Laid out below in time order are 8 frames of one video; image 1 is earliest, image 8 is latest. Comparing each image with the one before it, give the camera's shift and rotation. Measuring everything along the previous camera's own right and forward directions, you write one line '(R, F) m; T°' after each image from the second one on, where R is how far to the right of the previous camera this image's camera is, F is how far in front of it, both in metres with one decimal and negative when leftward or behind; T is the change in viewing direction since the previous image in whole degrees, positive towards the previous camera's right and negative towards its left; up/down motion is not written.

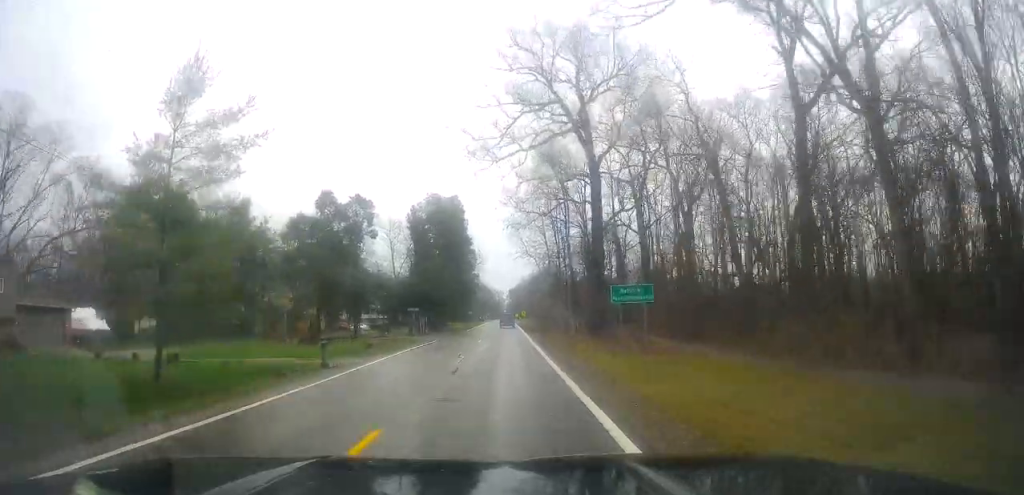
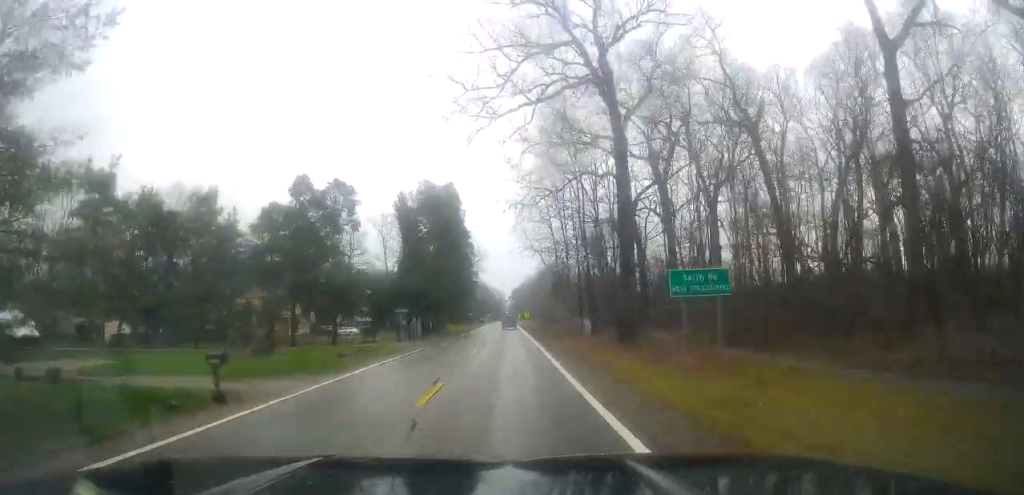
(-0.2, +8.7) m; -1°
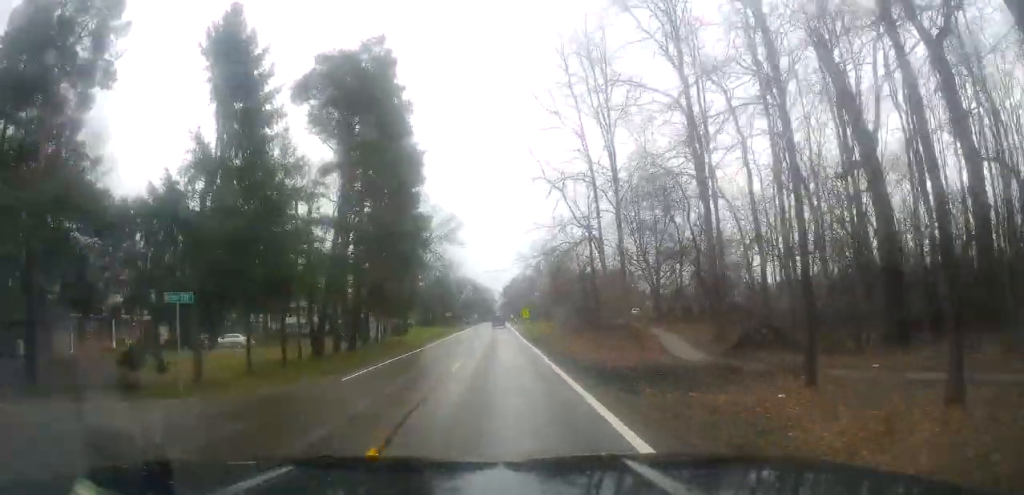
(+1.0, +37.2) m; +3°
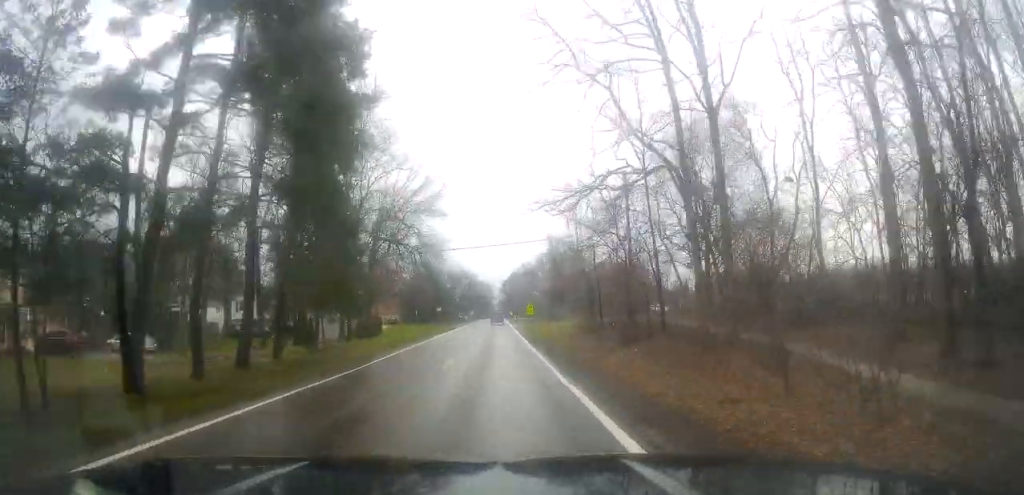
(0.0, +17.1) m; 0°
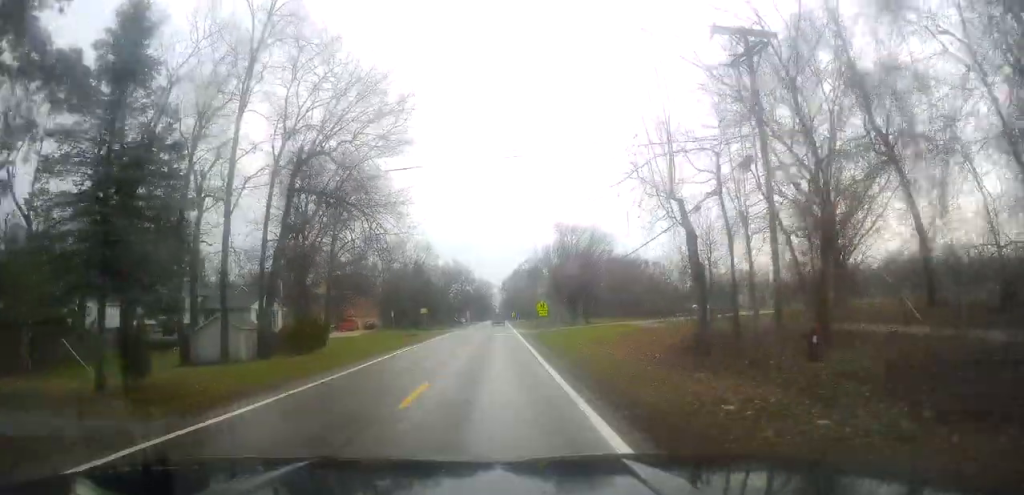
(-0.3, +21.1) m; -2°
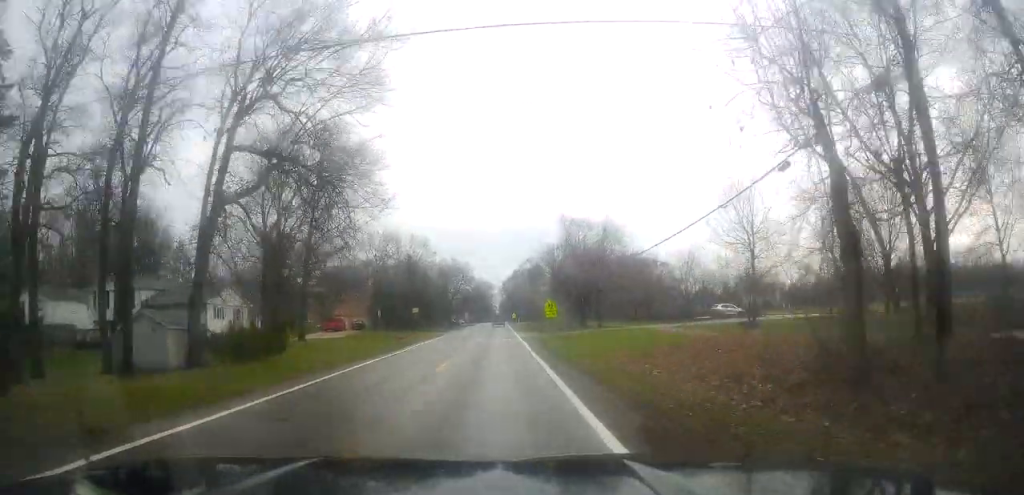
(-0.2, +7.9) m; 0°
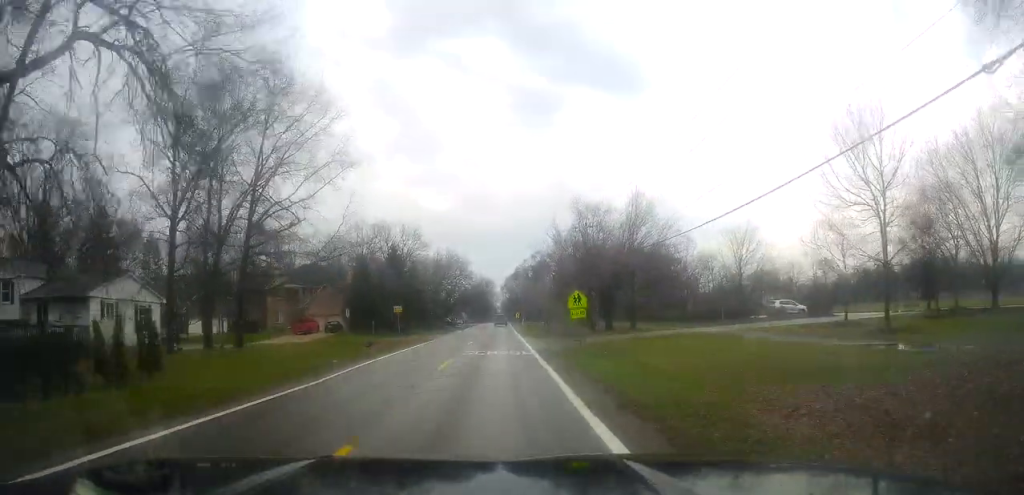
(+0.2, +14.1) m; 0°
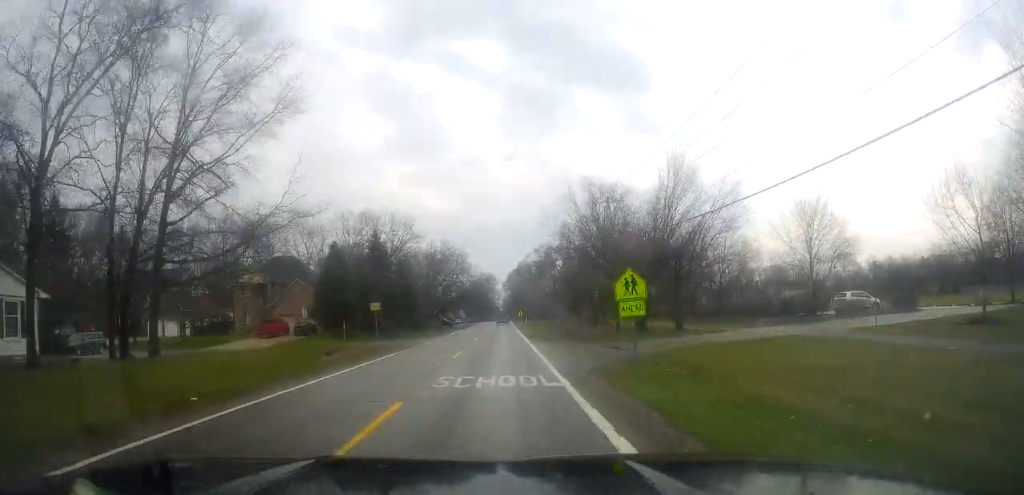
(+0.1, +11.7) m; -1°
